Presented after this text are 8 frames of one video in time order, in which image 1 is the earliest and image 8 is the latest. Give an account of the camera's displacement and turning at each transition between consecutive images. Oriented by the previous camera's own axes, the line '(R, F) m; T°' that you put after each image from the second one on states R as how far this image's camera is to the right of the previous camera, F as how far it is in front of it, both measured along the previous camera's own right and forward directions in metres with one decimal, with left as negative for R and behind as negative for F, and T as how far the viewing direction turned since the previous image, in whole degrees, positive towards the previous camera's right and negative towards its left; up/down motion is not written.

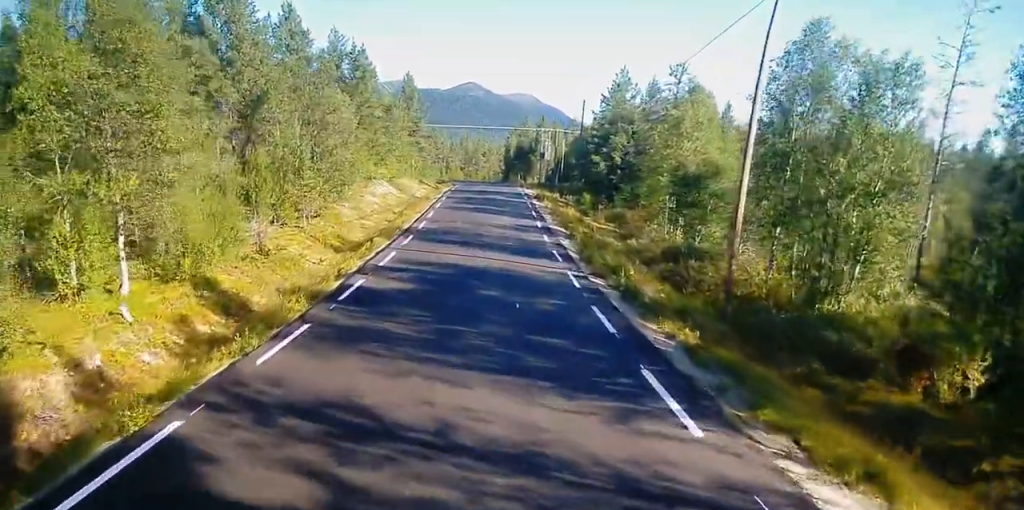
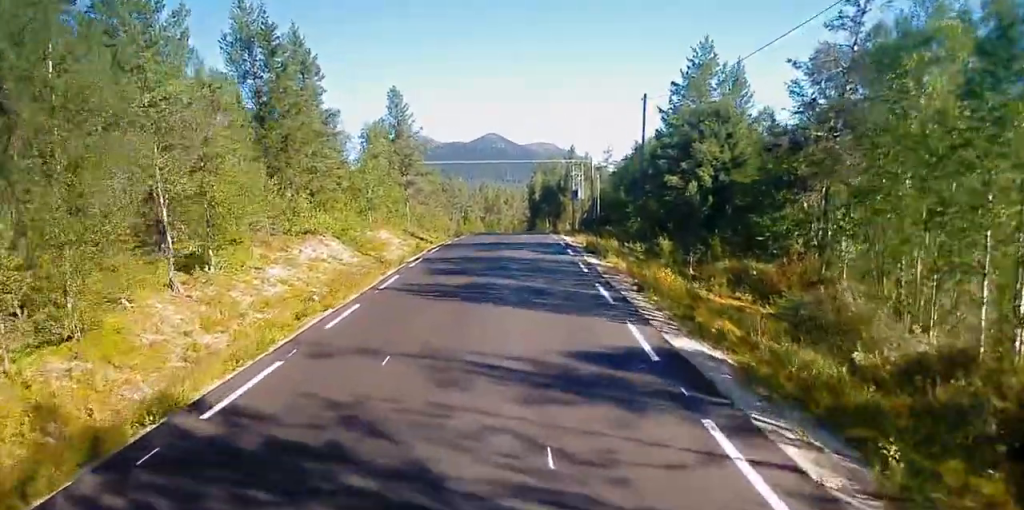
(-0.3, +26.5) m; -1°
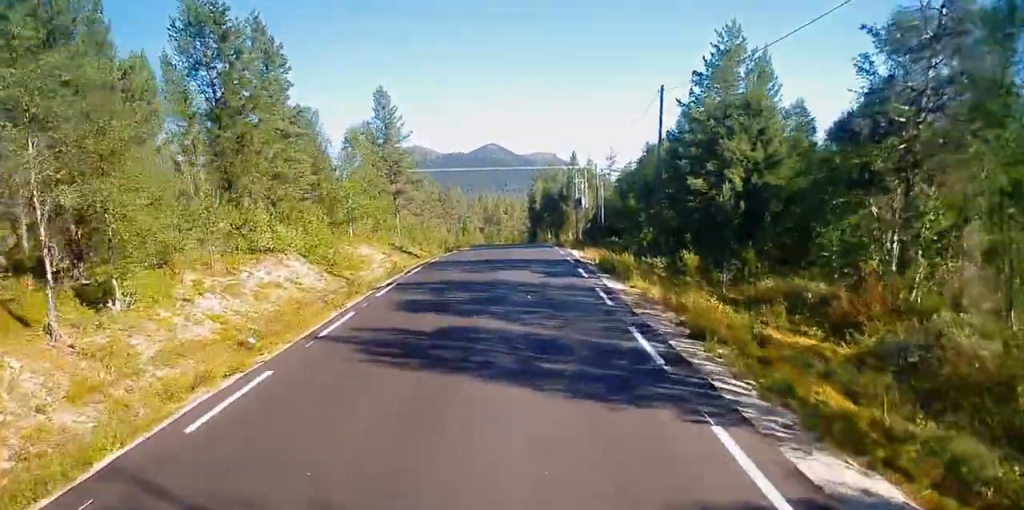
(-0.1, +6.2) m; 0°
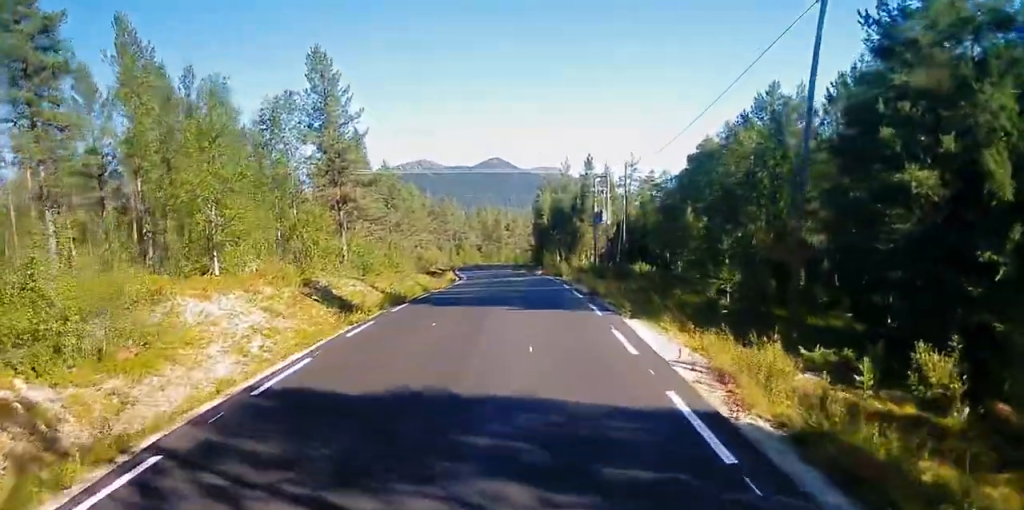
(0.0, +21.3) m; 0°
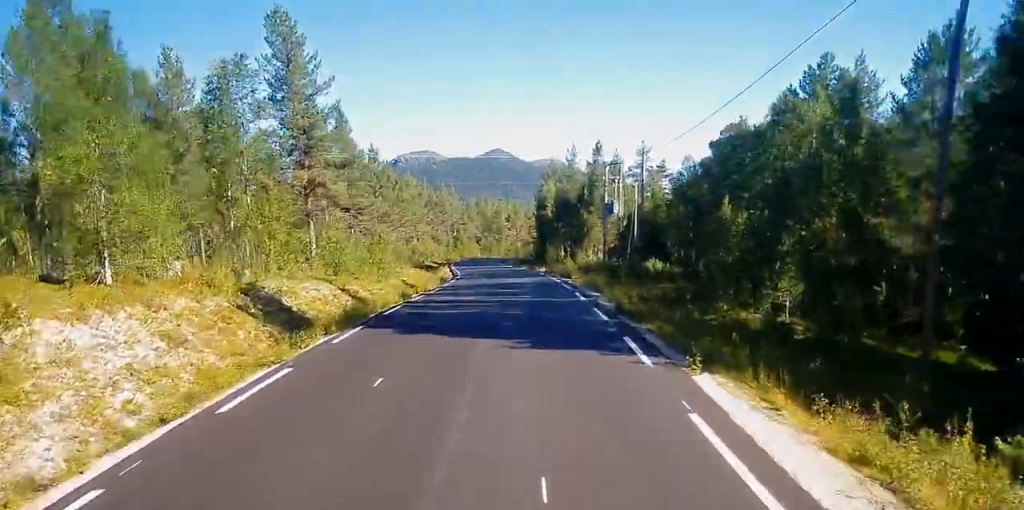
(-0.2, +7.2) m; 0°
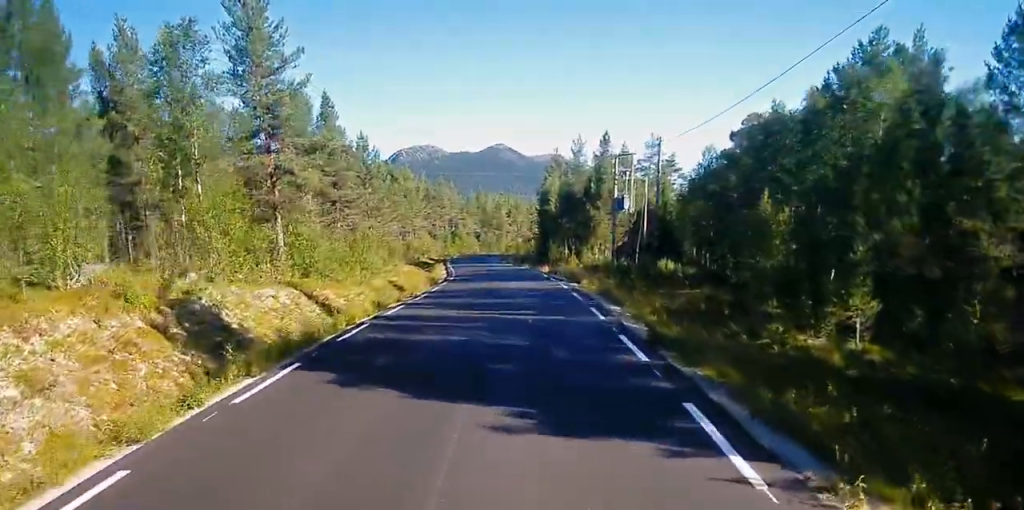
(+0.1, +5.4) m; 0°
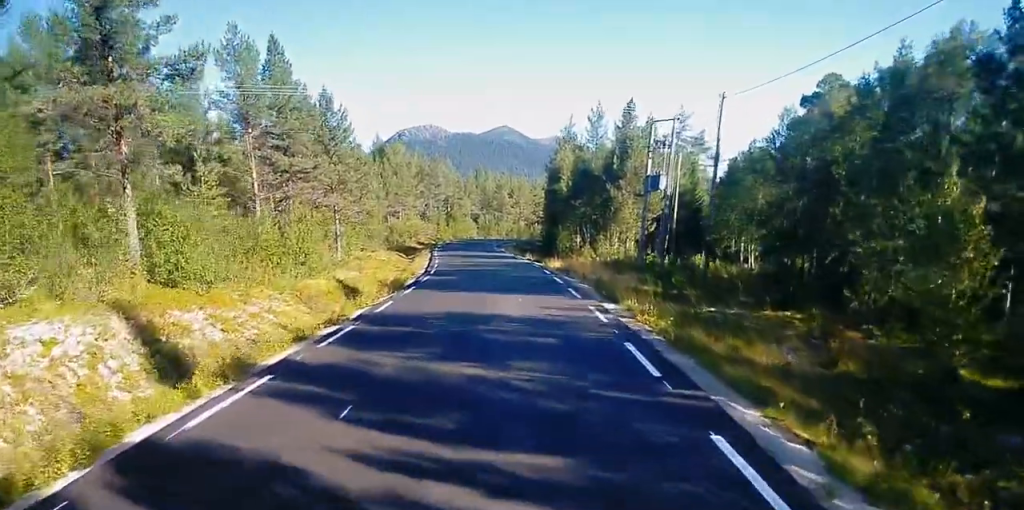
(0.0, +13.5) m; -1°
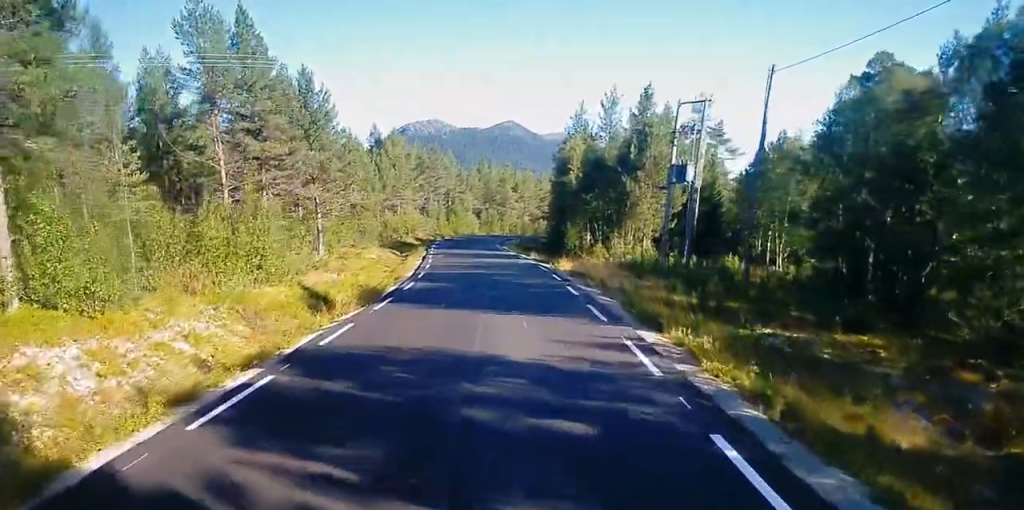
(-0.1, +6.1) m; -1°
